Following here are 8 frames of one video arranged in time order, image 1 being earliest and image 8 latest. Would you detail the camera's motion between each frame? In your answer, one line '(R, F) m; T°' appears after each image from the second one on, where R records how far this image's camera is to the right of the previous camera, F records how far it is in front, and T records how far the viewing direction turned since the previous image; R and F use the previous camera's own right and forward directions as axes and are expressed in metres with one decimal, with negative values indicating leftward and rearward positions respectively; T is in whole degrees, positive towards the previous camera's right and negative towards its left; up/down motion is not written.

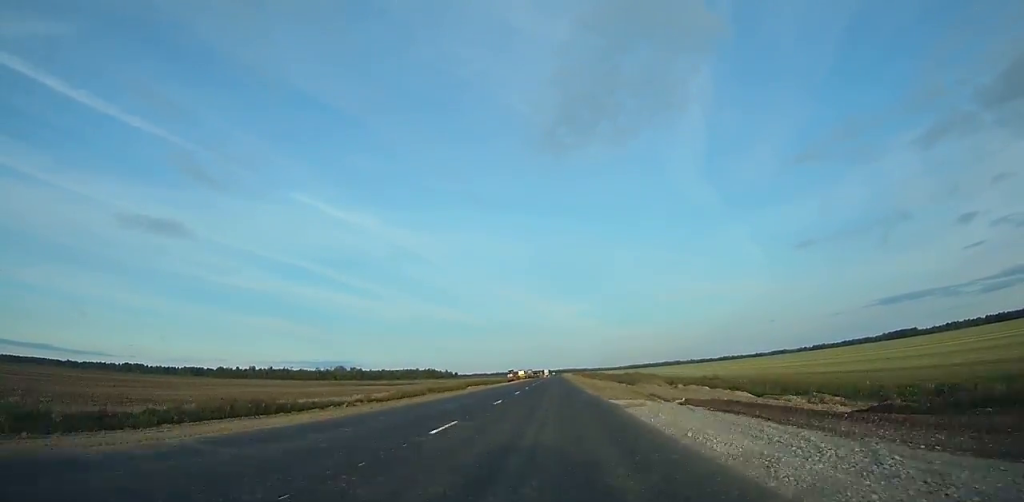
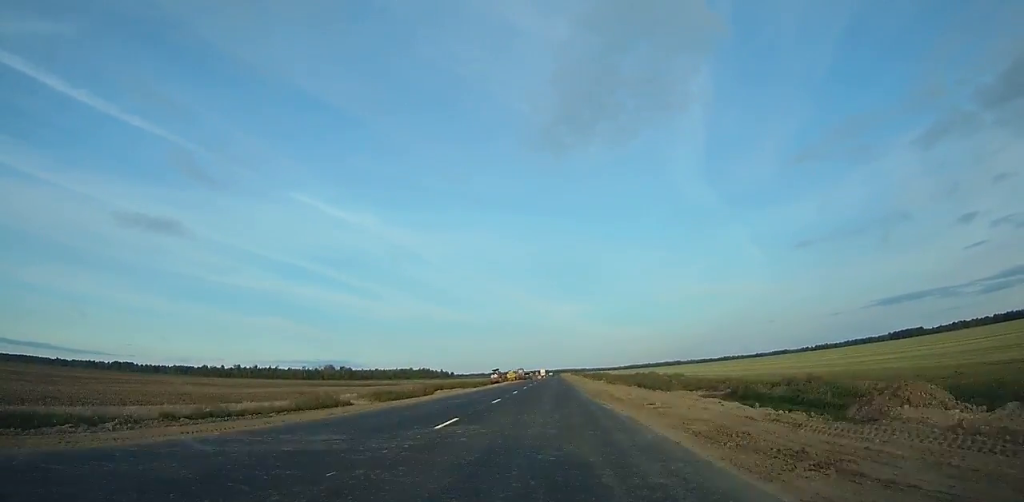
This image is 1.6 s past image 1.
(0.0, +36.0) m; 0°
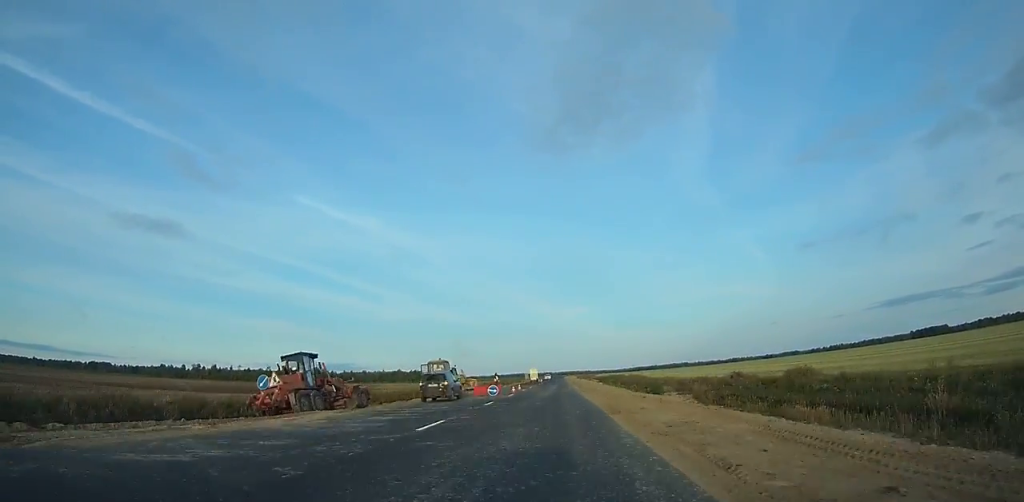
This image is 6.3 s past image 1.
(+0.1, +102.3) m; 0°
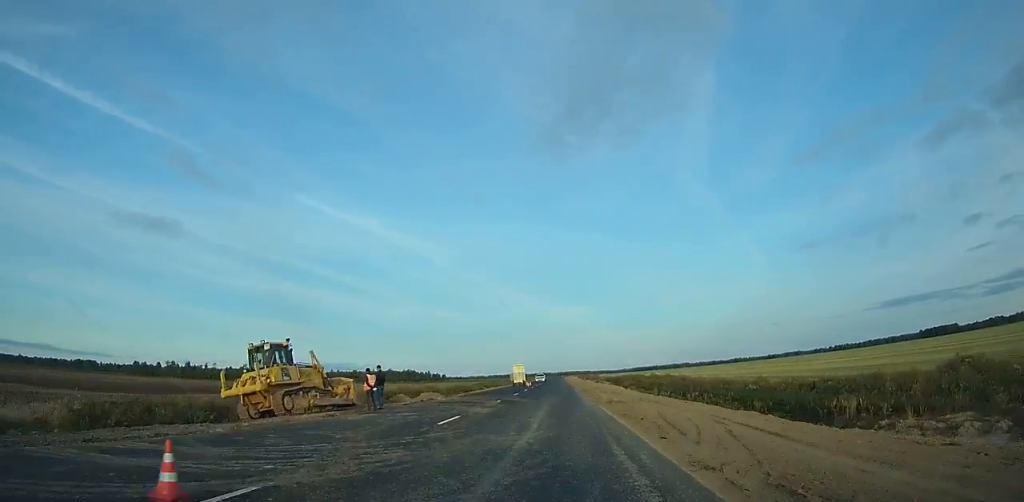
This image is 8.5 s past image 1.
(-0.1, +47.2) m; 0°
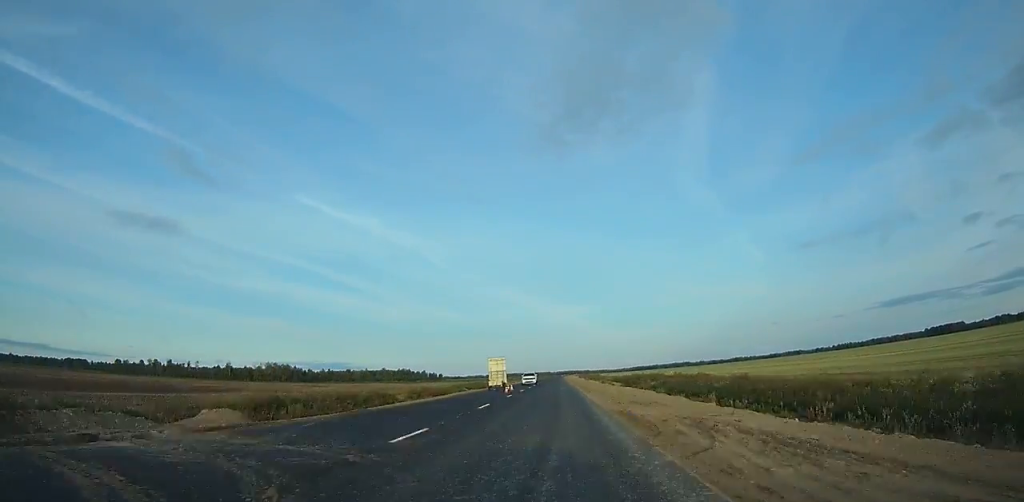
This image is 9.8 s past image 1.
(0.0, +28.7) m; 0°
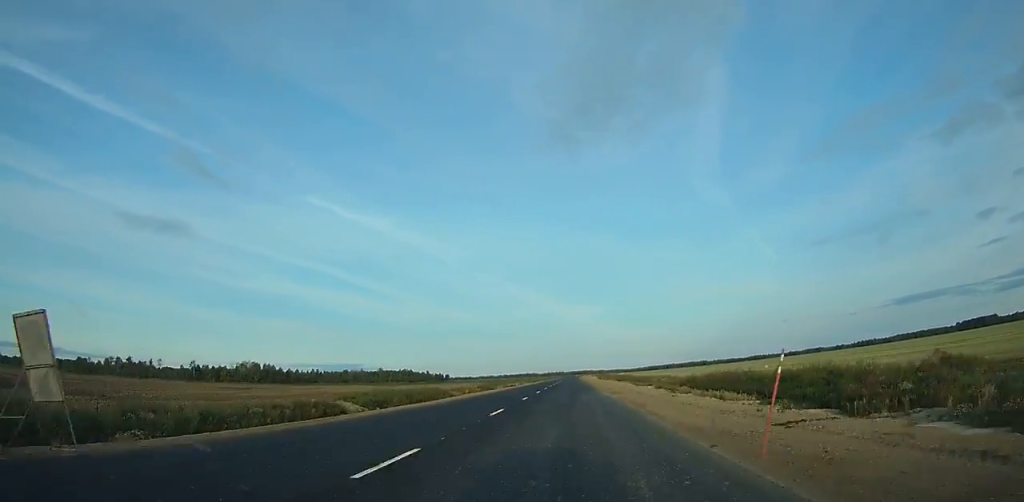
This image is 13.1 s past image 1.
(-0.3, +74.8) m; 0°
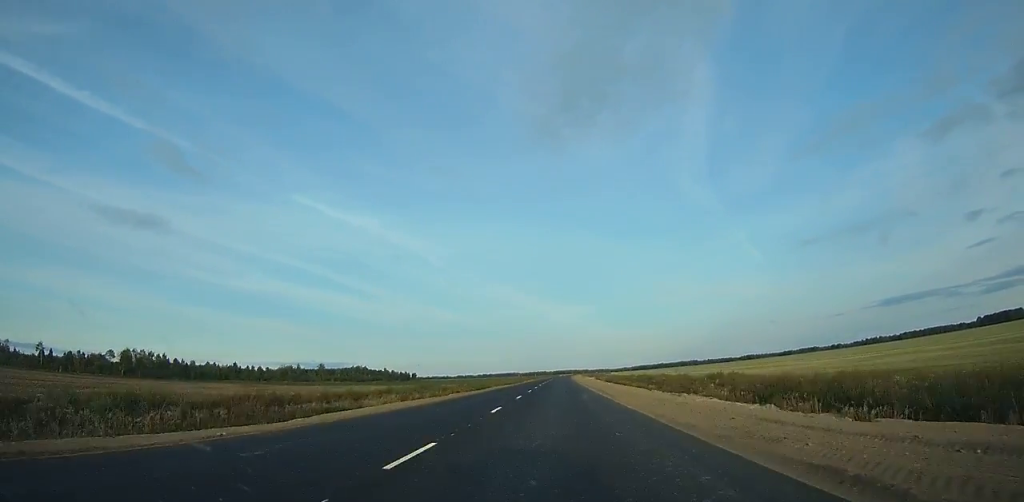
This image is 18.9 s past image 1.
(+0.2, +141.2) m; 0°
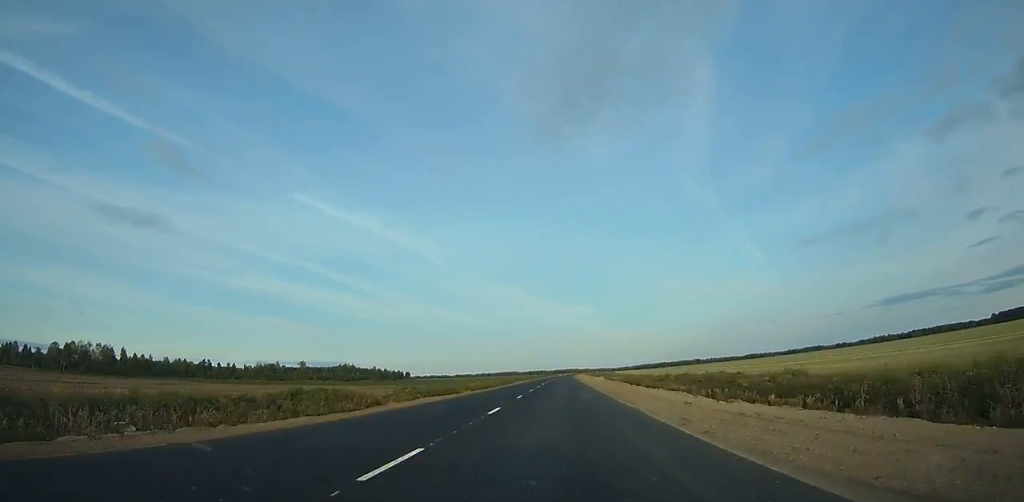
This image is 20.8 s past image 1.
(+0.2, +48.1) m; 0°
